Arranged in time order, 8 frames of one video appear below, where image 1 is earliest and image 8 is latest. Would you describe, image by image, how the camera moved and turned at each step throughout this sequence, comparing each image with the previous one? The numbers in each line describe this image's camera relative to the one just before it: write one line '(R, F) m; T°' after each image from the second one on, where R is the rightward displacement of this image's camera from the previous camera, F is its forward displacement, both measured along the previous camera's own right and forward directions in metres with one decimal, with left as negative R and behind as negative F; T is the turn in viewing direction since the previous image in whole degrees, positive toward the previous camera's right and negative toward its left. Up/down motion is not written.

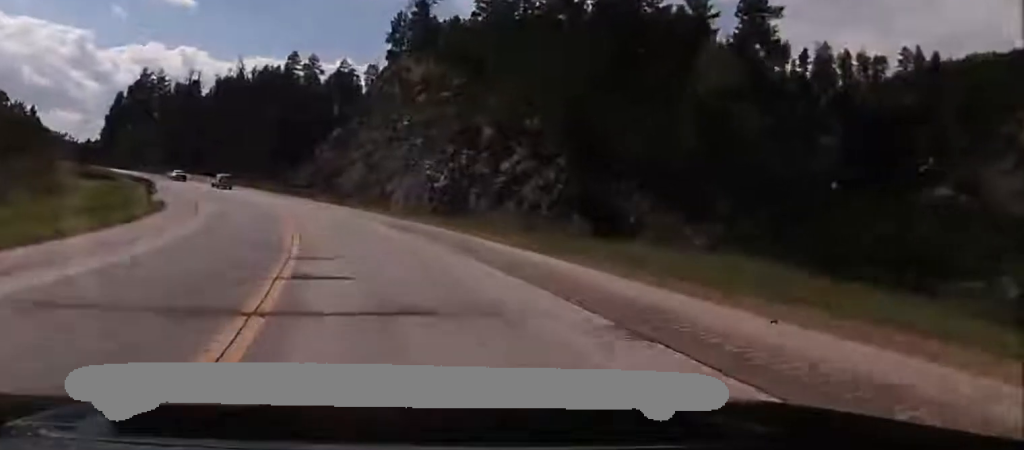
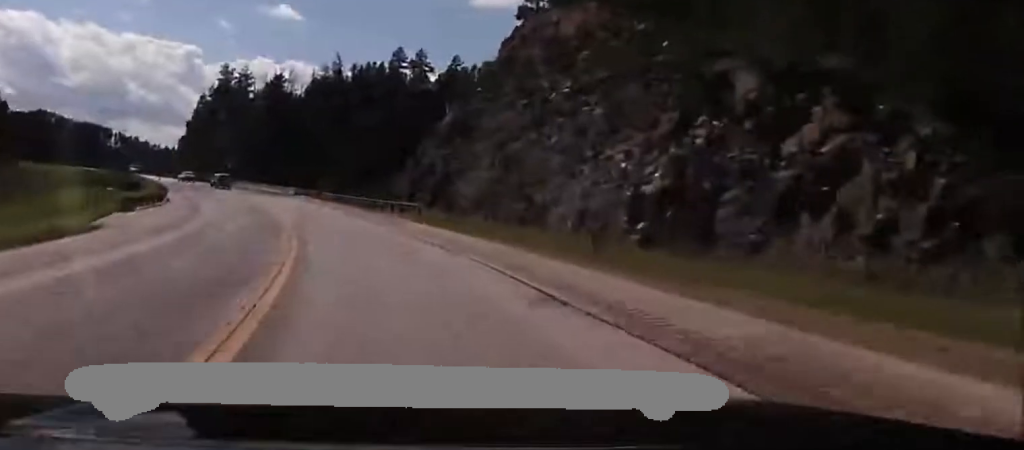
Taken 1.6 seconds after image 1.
(-2.1, +33.7) m; -8°
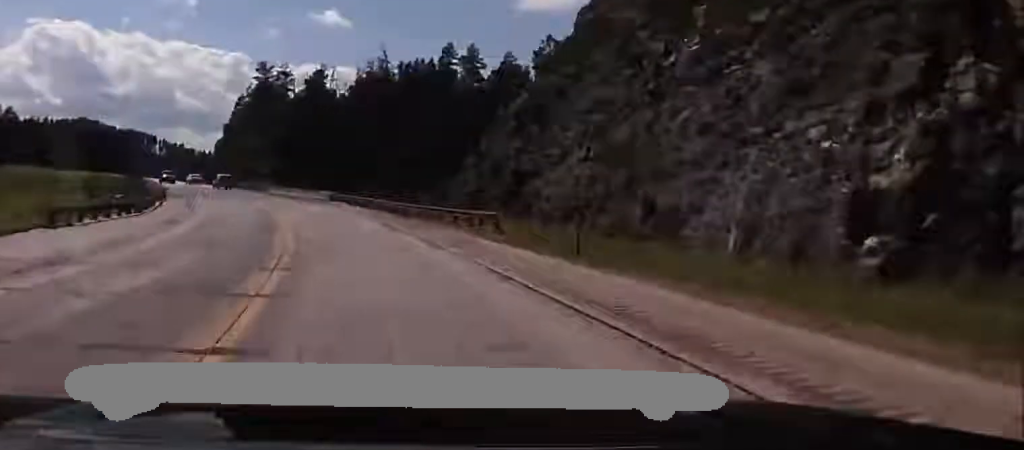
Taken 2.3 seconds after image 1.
(-0.7, +15.5) m; -8°
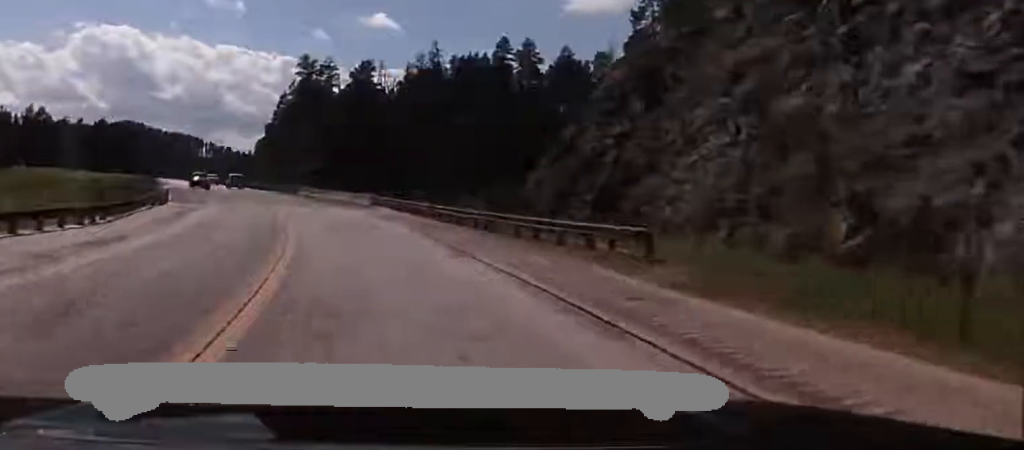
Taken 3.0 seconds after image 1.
(-0.2, +12.9) m; -6°
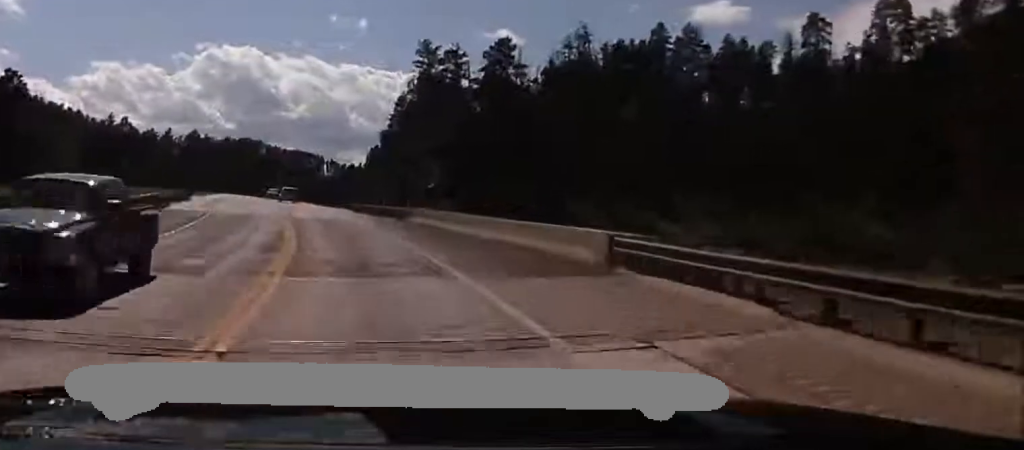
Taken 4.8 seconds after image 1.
(+0.5, +35.6) m; +3°
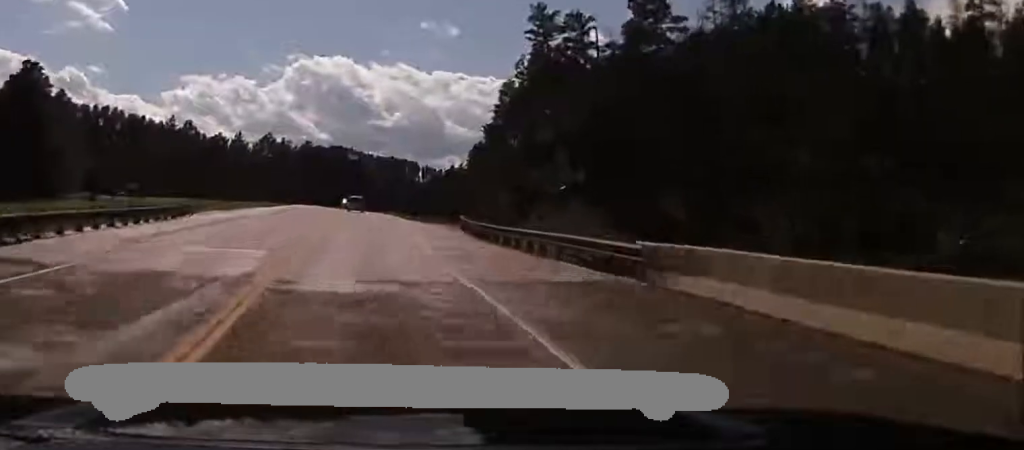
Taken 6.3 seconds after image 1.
(-3.9, +34.4) m; -10°
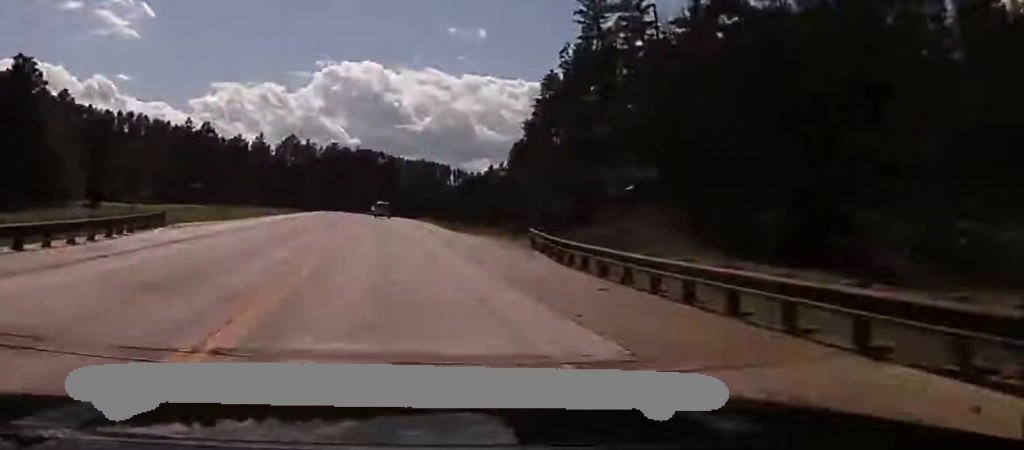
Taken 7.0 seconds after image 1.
(-0.2, +15.0) m; -3°
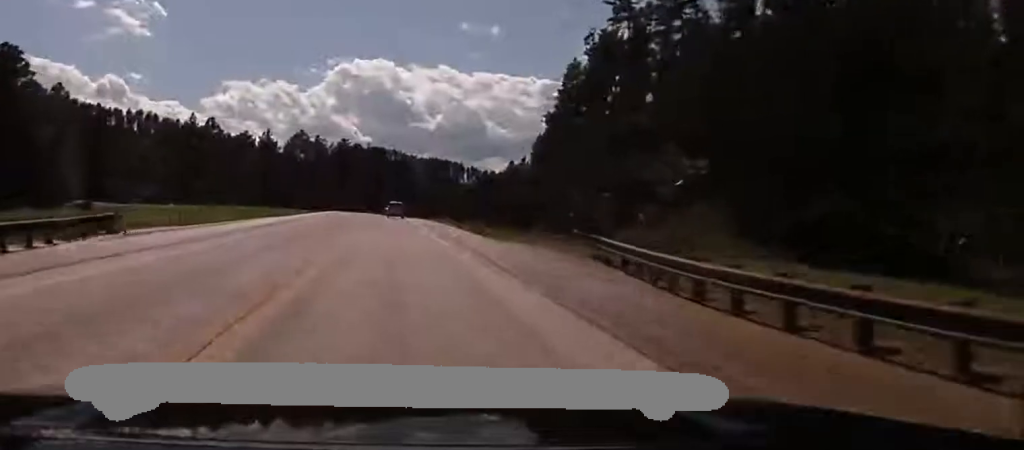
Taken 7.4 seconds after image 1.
(-0.4, +9.7) m; -1°
